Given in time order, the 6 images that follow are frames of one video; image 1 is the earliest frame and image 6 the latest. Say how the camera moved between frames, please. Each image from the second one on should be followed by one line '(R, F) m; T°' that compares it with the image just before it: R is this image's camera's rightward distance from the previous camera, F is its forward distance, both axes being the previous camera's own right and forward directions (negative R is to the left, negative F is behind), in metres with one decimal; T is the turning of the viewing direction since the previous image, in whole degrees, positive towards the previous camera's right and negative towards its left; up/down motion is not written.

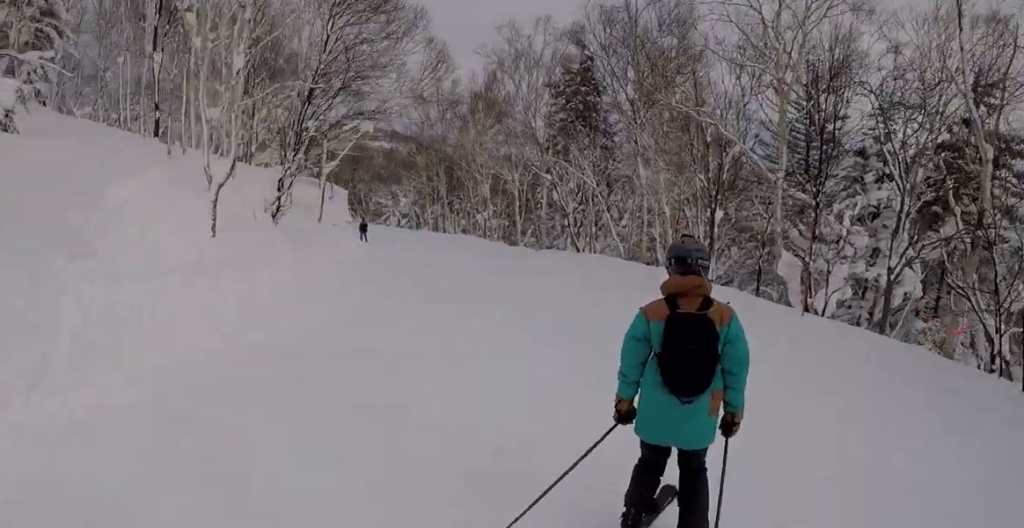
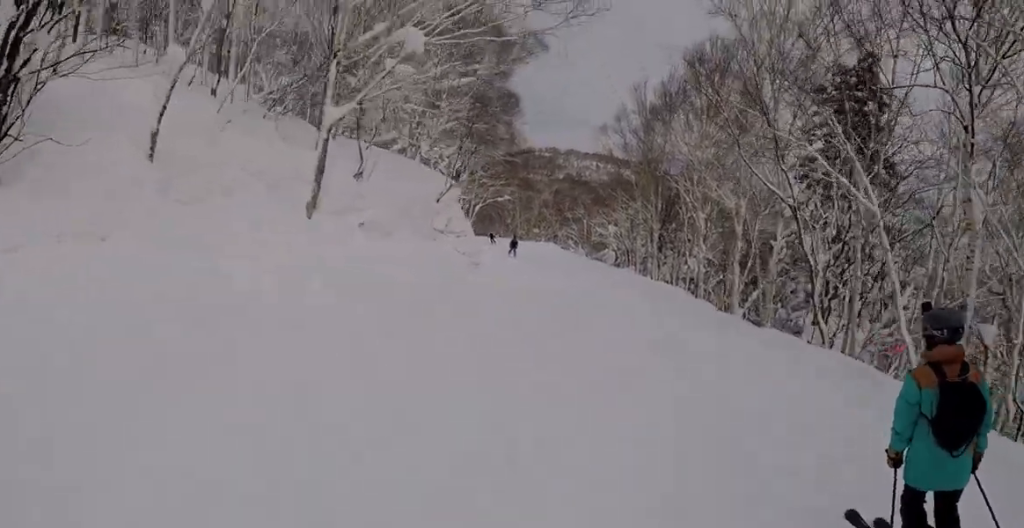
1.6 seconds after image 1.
(-2.8, +11.4) m; -16°
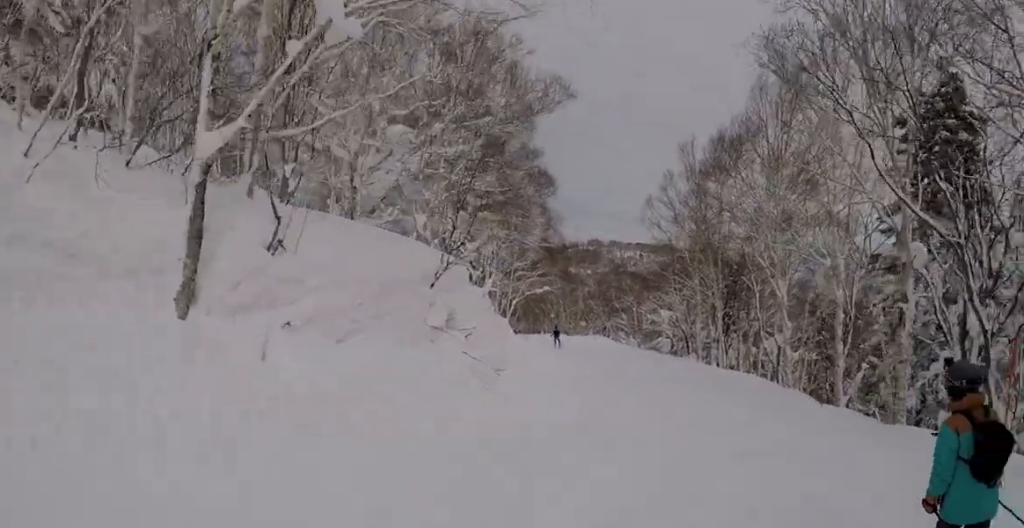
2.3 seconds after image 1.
(-0.2, +5.1) m; +1°
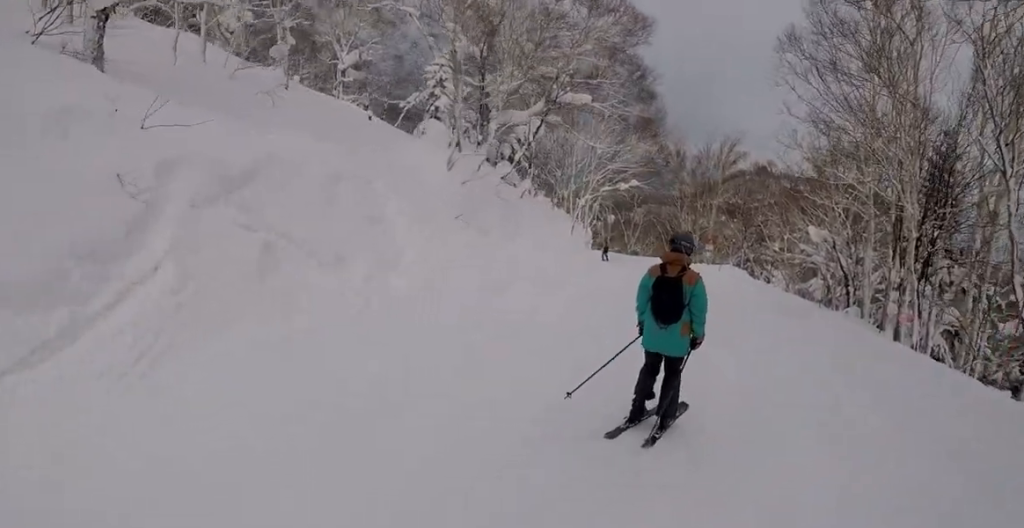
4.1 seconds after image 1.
(-1.0, +13.9) m; -20°
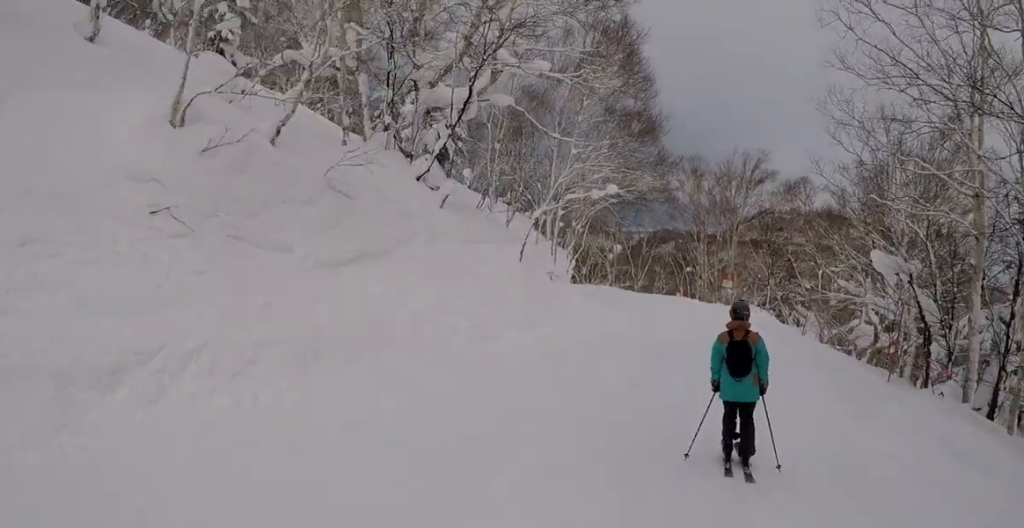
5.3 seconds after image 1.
(-0.5, +9.9) m; -2°
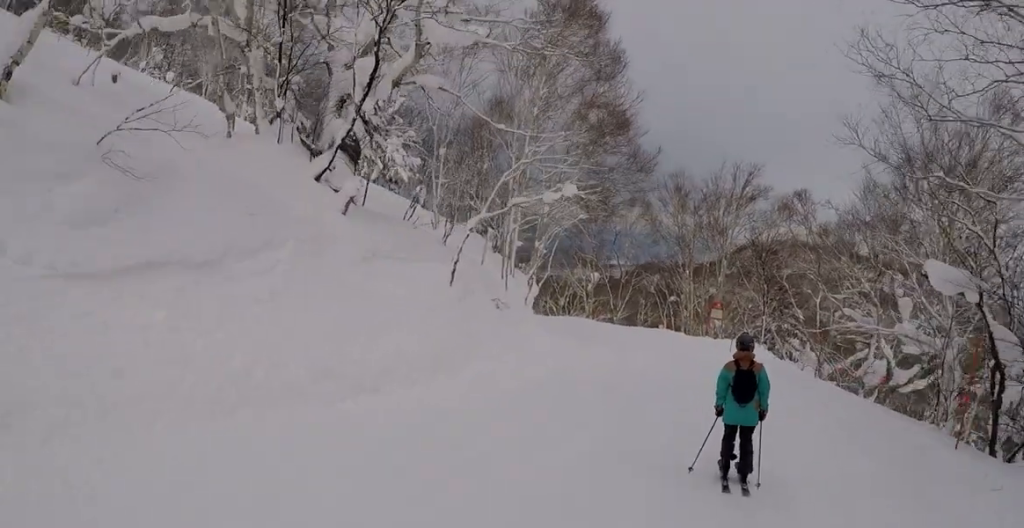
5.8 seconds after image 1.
(+0.5, +4.8) m; -3°
